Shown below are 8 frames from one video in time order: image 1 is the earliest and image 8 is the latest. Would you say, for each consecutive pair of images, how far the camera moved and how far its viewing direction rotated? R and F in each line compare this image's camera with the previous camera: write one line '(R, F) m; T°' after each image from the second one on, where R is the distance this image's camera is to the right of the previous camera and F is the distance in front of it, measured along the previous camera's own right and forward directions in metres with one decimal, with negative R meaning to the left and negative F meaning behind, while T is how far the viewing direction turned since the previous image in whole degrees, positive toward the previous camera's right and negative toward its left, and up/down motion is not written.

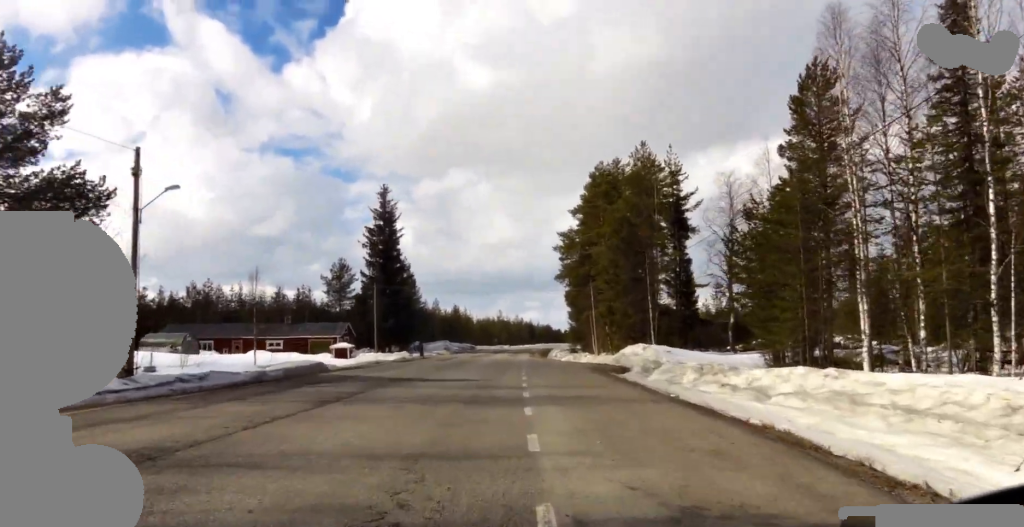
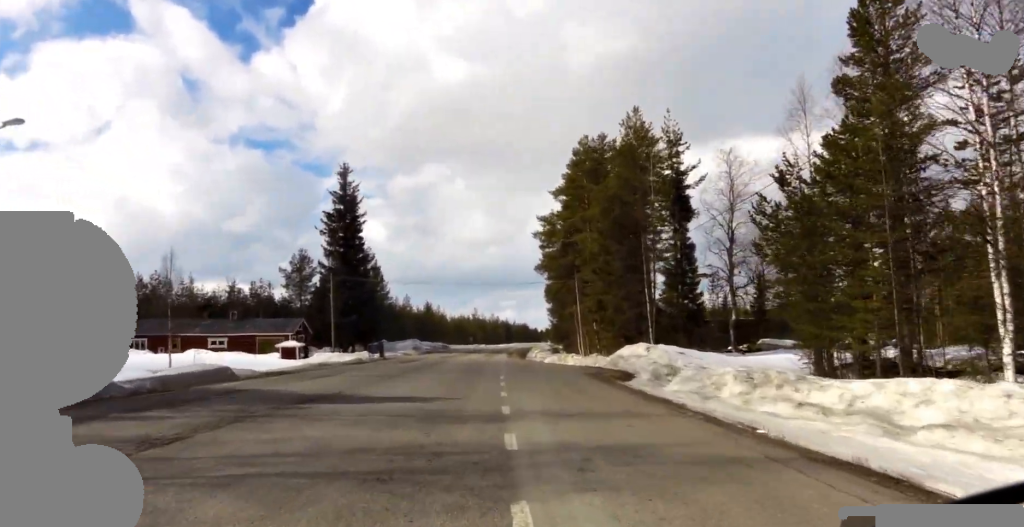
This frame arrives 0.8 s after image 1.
(+0.9, +6.3) m; +8°
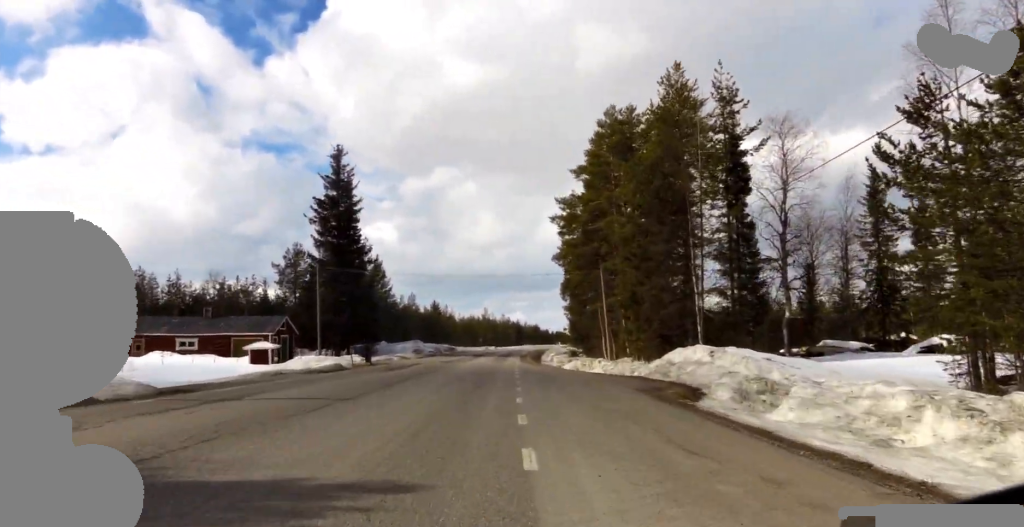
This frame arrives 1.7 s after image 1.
(+0.3, +7.1) m; +3°
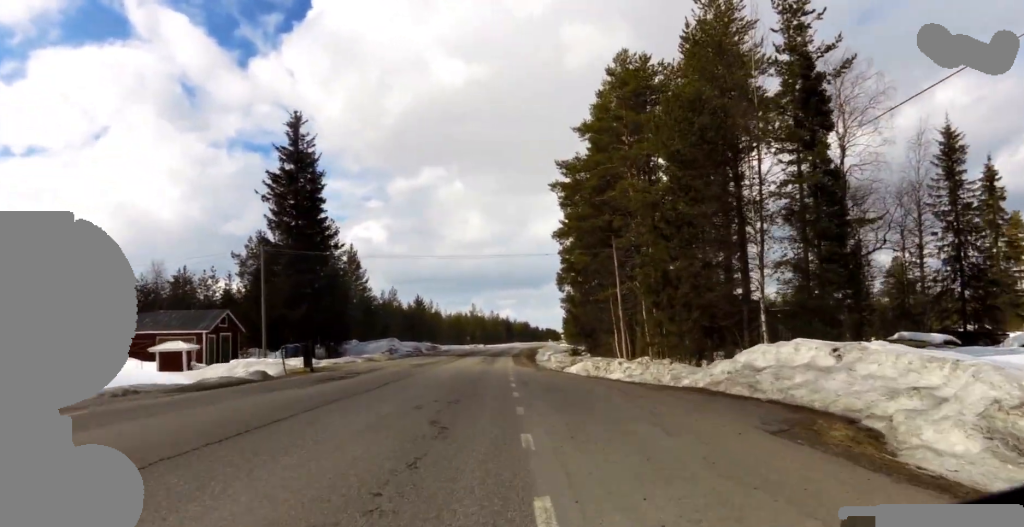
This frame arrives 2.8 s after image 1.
(+0.1, +8.3) m; +2°
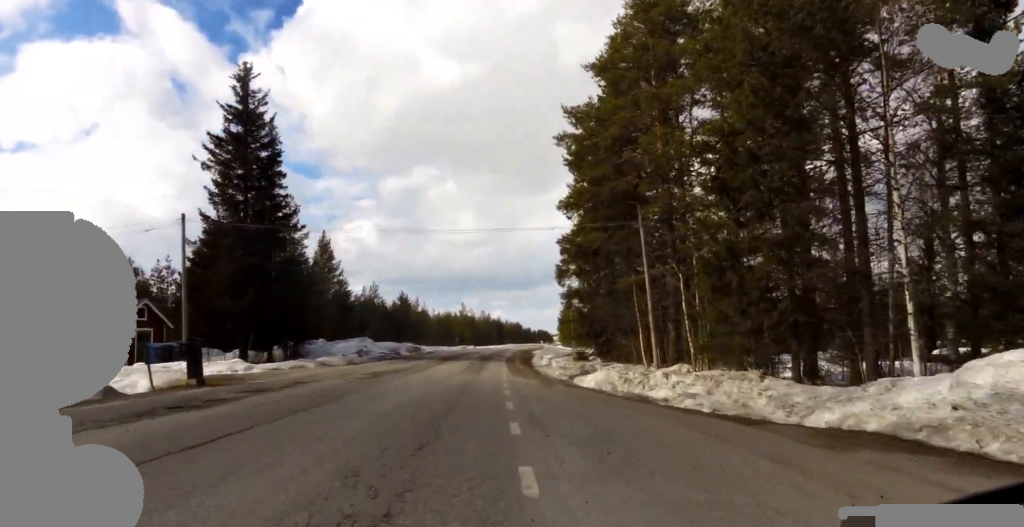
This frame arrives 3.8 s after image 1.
(+0.2, +7.8) m; 0°
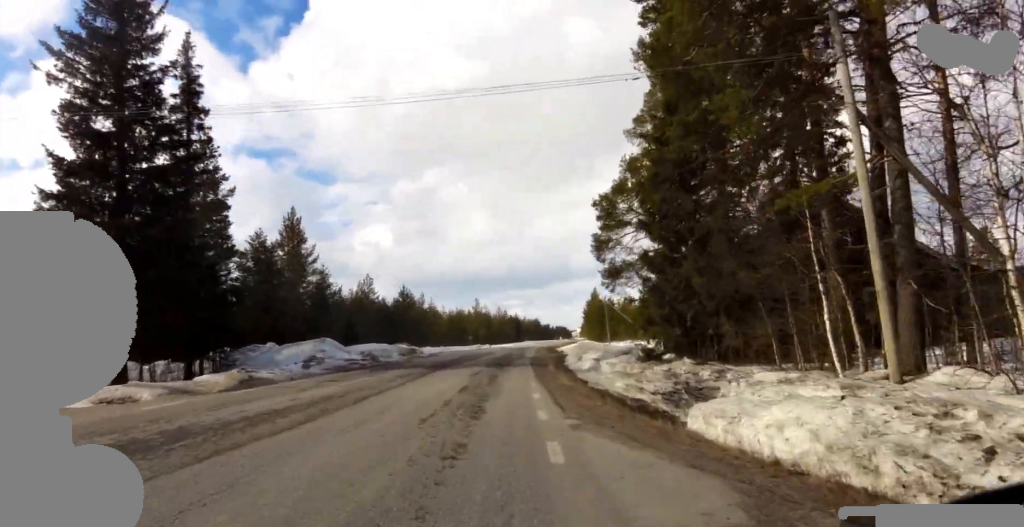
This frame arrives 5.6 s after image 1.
(-0.4, +13.6) m; -2°
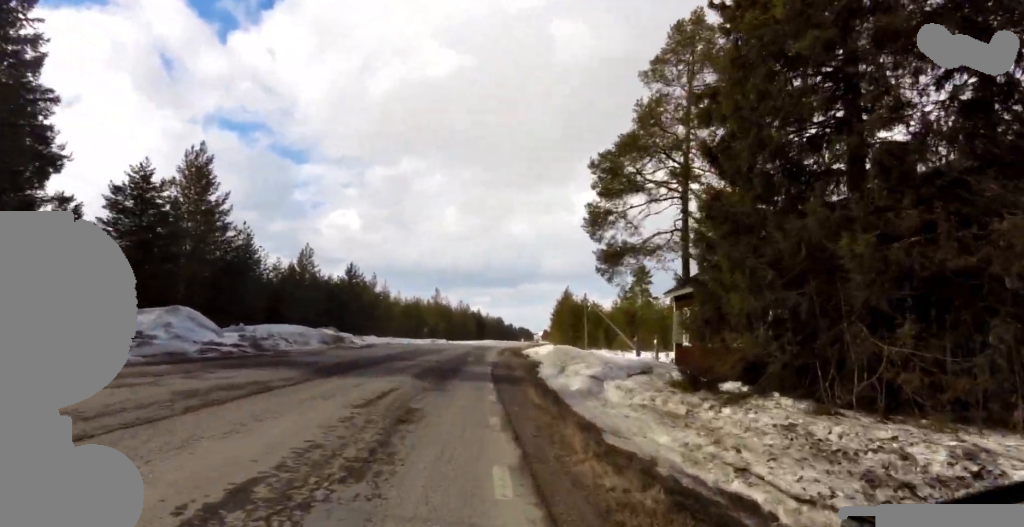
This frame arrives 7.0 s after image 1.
(0.0, +10.3) m; +2°
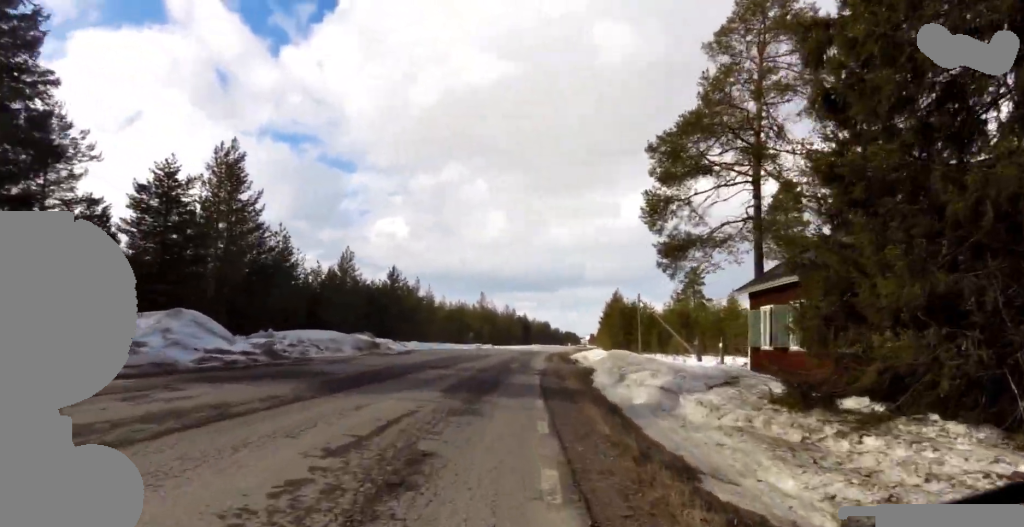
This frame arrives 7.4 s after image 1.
(+0.1, +2.9) m; 0°
